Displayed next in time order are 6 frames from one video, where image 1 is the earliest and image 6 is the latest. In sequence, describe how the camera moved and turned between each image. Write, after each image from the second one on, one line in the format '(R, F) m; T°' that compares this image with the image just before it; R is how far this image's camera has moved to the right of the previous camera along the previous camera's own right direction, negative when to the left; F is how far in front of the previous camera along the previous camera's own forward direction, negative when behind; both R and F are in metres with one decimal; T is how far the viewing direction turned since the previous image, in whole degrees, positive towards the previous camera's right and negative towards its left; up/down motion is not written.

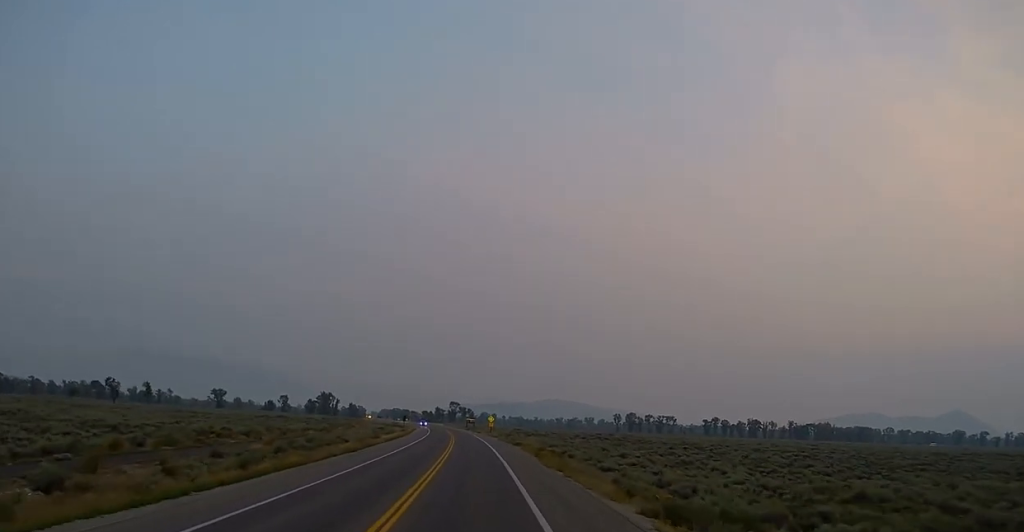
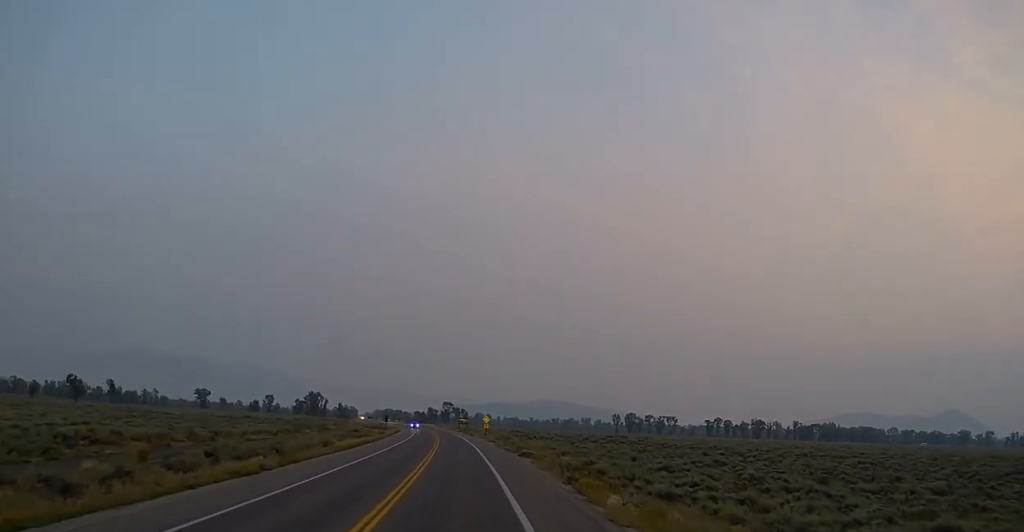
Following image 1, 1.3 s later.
(0.0, +19.6) m; 0°
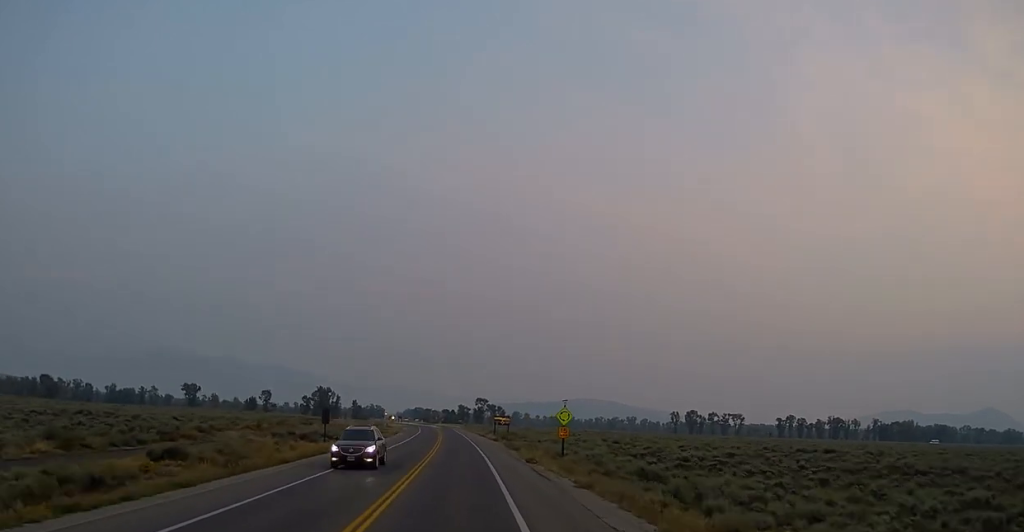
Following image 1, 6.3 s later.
(-2.3, +70.3) m; -3°
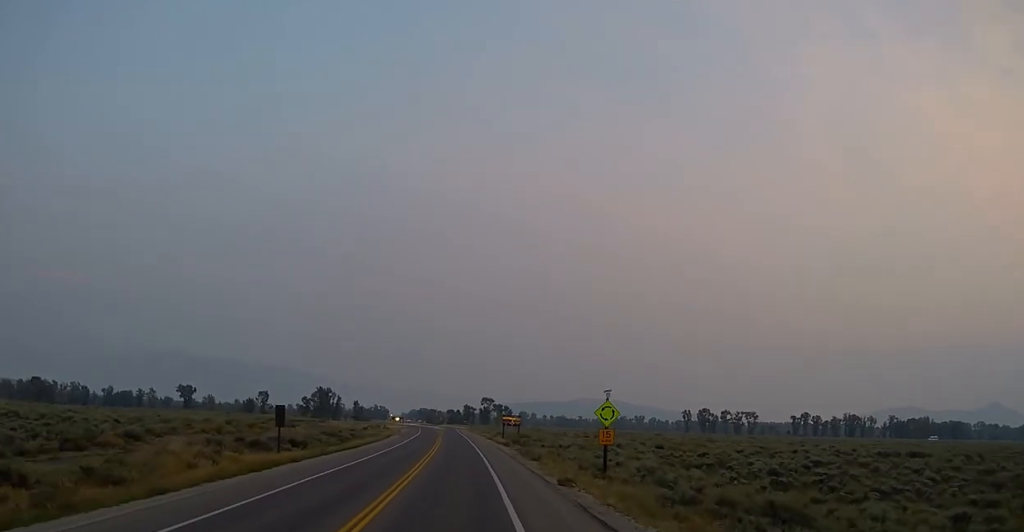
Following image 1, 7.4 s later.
(-0.1, +13.5) m; -1°
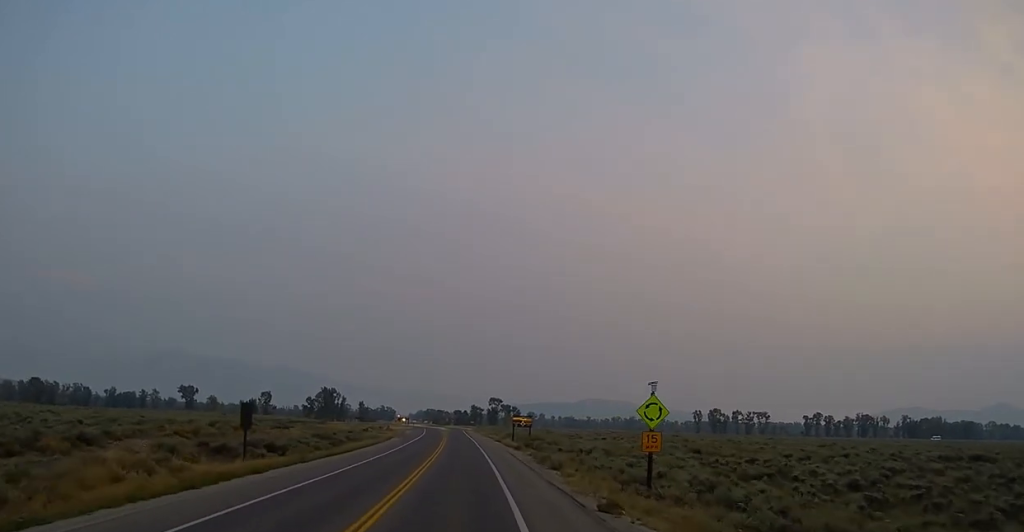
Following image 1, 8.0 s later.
(0.0, +7.0) m; 0°
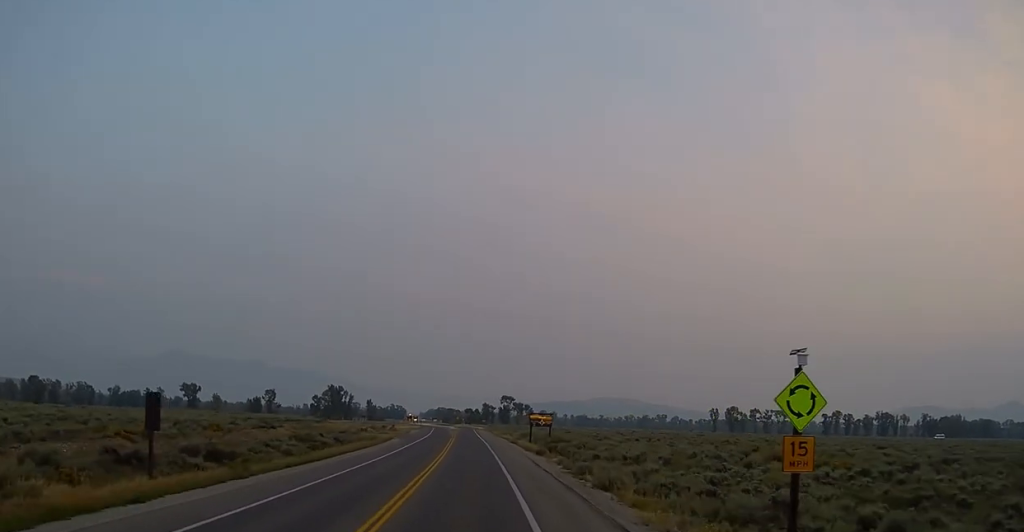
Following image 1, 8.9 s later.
(0.0, +10.9) m; 0°
